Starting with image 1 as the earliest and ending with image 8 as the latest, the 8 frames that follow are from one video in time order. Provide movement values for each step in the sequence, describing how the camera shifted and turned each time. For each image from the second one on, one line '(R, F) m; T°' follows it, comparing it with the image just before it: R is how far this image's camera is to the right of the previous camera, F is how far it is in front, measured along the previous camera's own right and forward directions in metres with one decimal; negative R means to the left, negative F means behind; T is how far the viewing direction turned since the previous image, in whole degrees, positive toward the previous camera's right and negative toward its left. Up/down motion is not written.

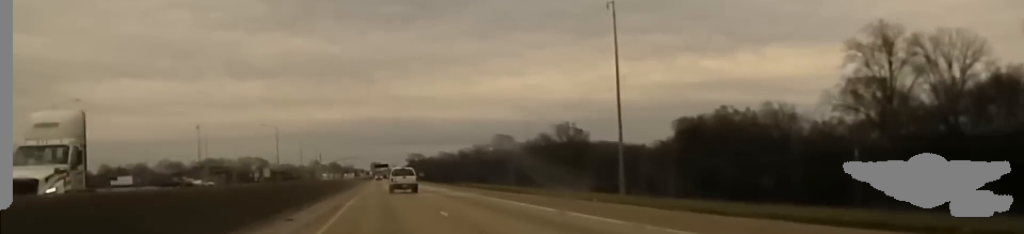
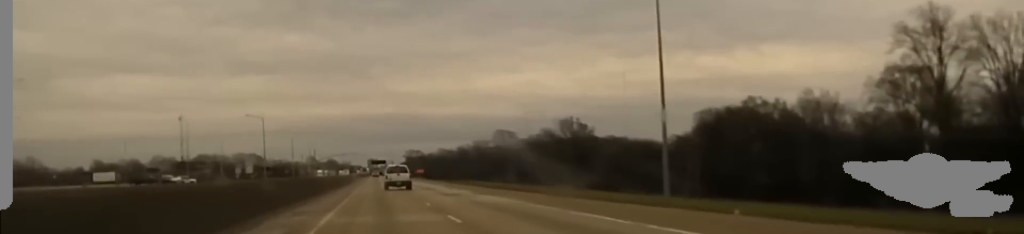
(0.0, +15.4) m; 0°
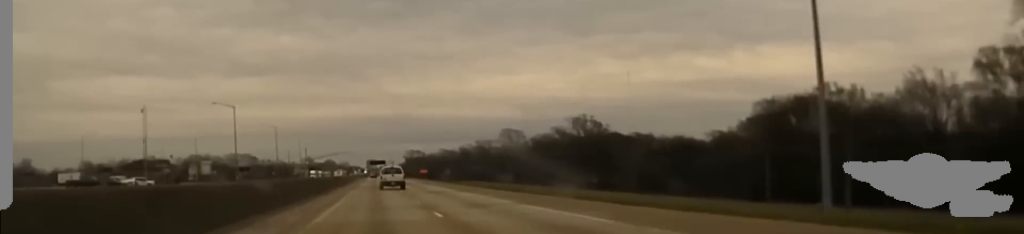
(-0.2, +33.5) m; 0°
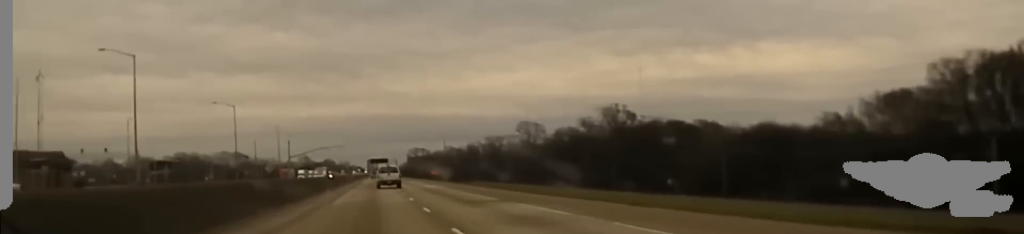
(+0.2, +57.4) m; 0°
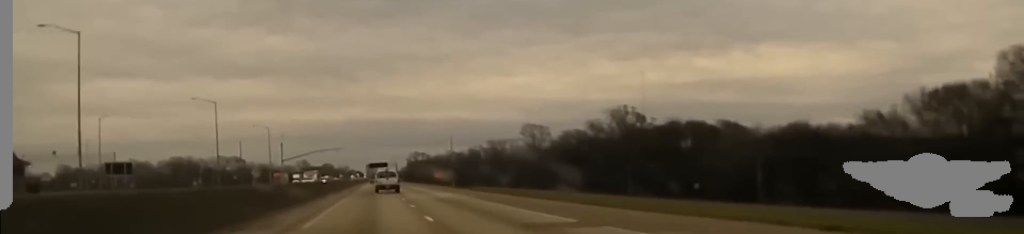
(-0.2, +17.4) m; 0°
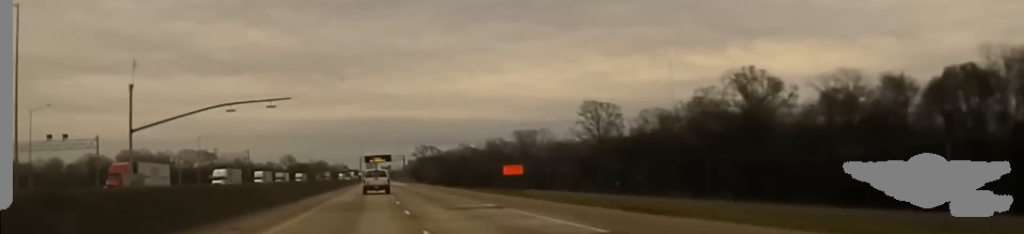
(+0.1, +129.3) m; 0°
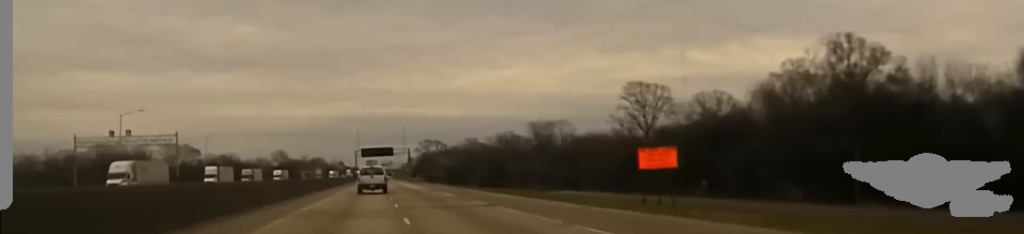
(-0.2, +55.0) m; 0°
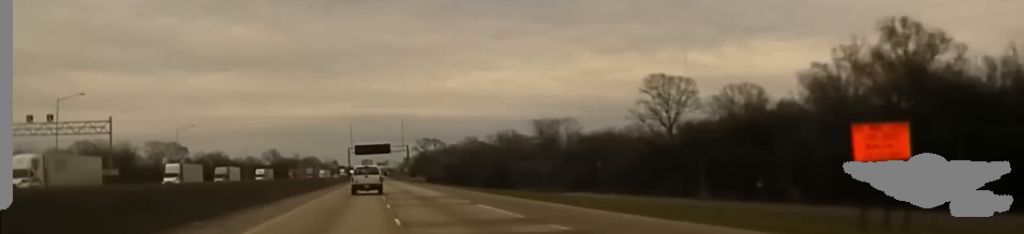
(+0.2, +24.0) m; 0°
